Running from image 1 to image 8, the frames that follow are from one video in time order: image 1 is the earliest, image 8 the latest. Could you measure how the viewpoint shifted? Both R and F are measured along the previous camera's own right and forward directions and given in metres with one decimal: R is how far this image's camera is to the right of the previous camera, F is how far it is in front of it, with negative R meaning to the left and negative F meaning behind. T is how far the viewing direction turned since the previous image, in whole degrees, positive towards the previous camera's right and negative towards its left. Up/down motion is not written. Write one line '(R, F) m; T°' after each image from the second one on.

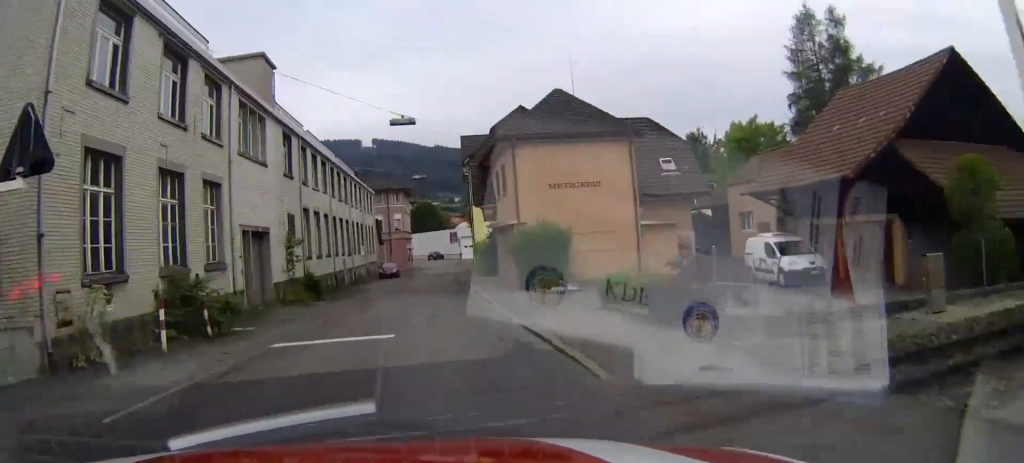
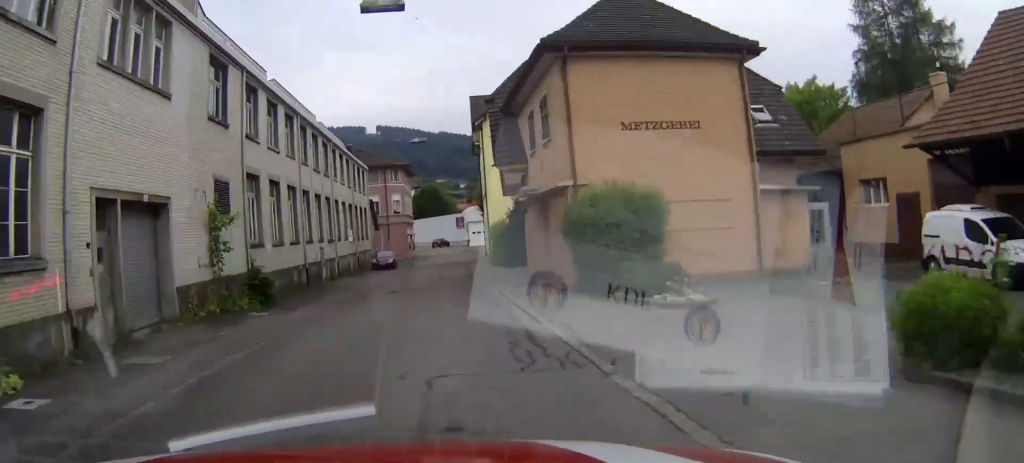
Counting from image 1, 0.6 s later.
(0.0, +11.0) m; 0°
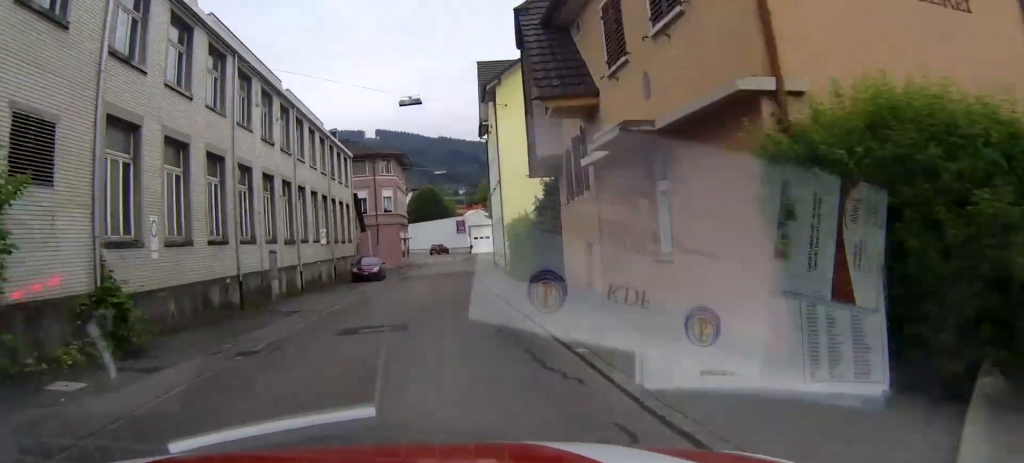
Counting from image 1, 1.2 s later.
(0.0, +10.8) m; 0°
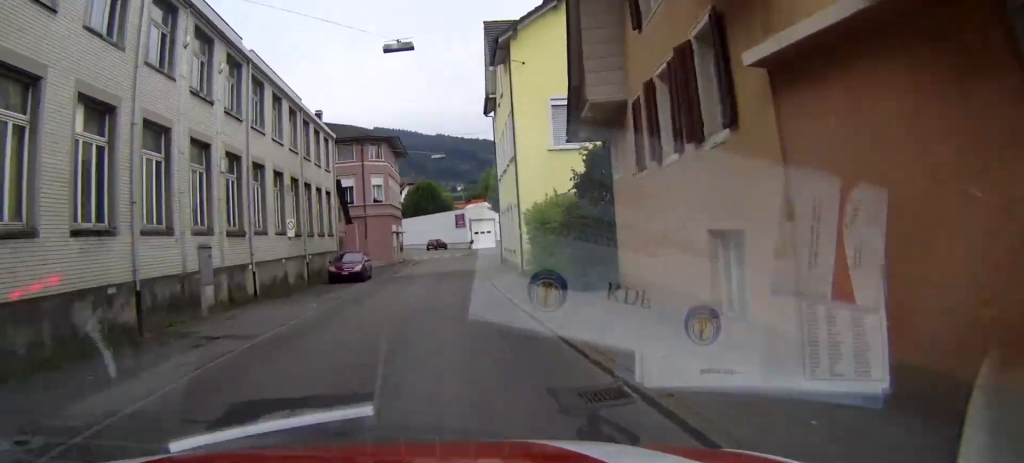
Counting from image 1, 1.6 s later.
(0.0, +7.7) m; 0°
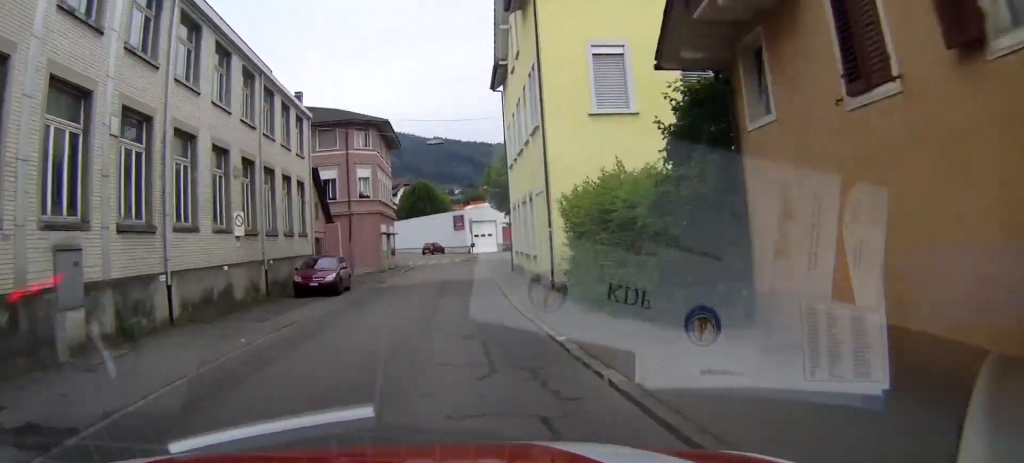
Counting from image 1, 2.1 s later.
(0.0, +7.3) m; 0°
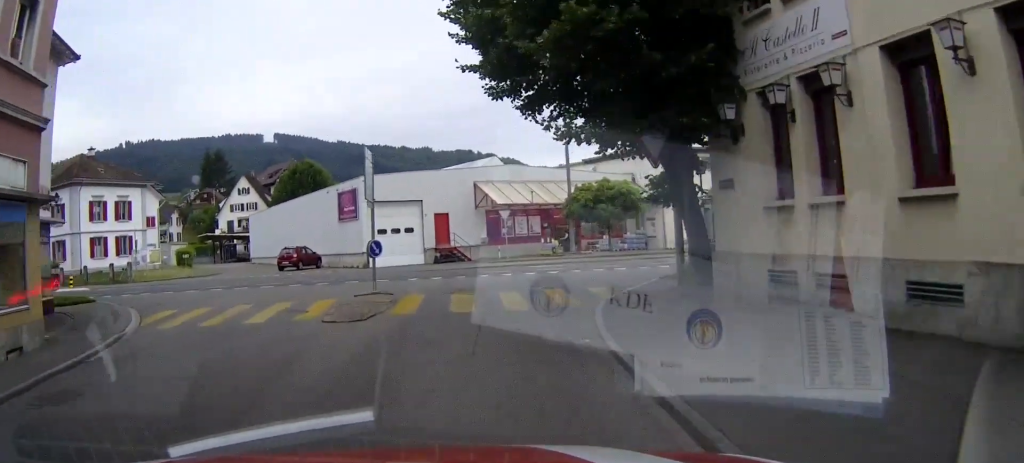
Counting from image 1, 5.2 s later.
(+0.9, +47.5) m; +3°
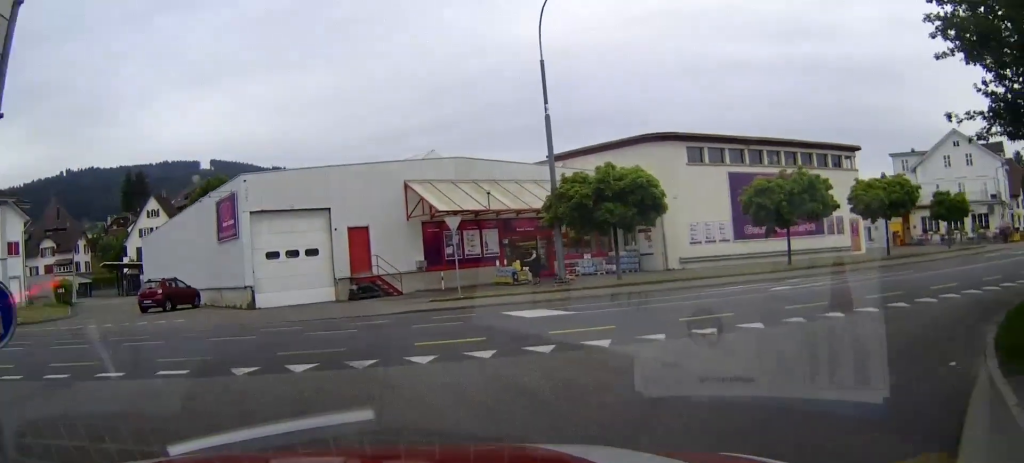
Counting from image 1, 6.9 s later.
(-0.4, +18.9) m; -10°
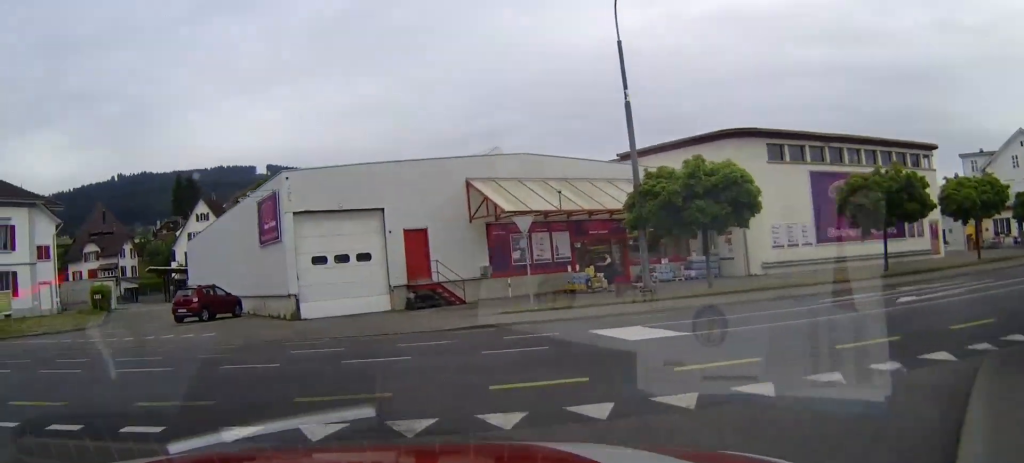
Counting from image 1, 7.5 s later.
(-0.7, +5.3) m; -6°
